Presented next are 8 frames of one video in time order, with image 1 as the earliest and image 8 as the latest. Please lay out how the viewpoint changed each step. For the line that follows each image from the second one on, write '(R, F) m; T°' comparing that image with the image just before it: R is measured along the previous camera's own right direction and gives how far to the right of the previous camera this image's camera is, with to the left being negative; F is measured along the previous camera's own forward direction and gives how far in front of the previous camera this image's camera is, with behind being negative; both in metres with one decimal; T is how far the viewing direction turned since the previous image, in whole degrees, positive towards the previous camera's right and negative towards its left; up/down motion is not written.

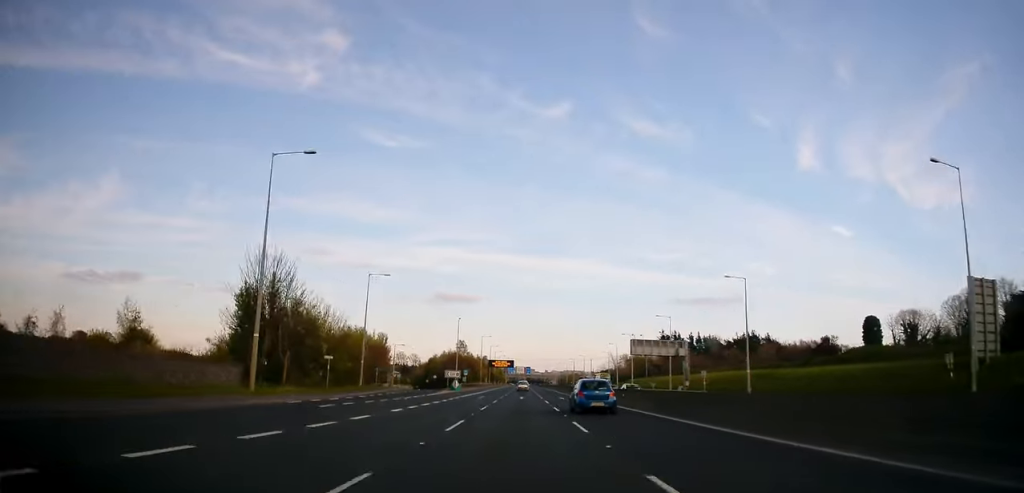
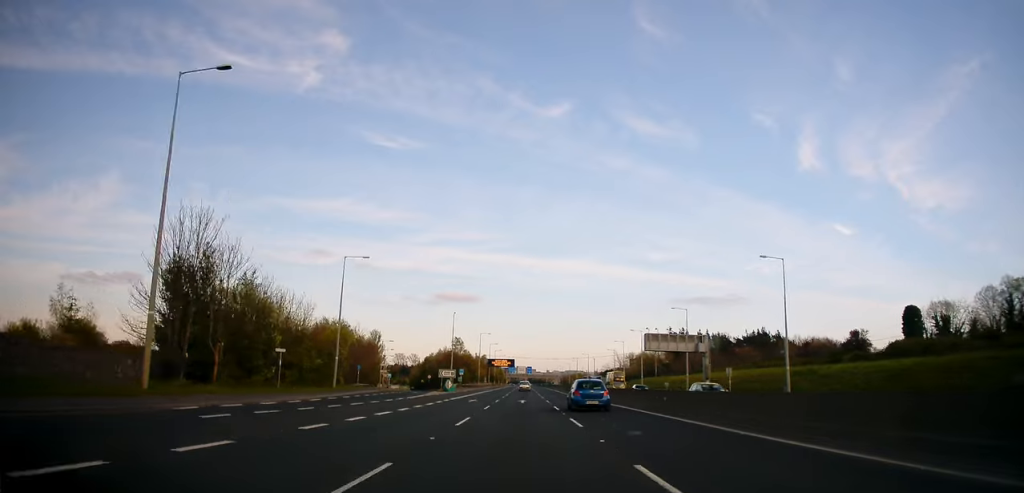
(0.0, +10.1) m; 0°
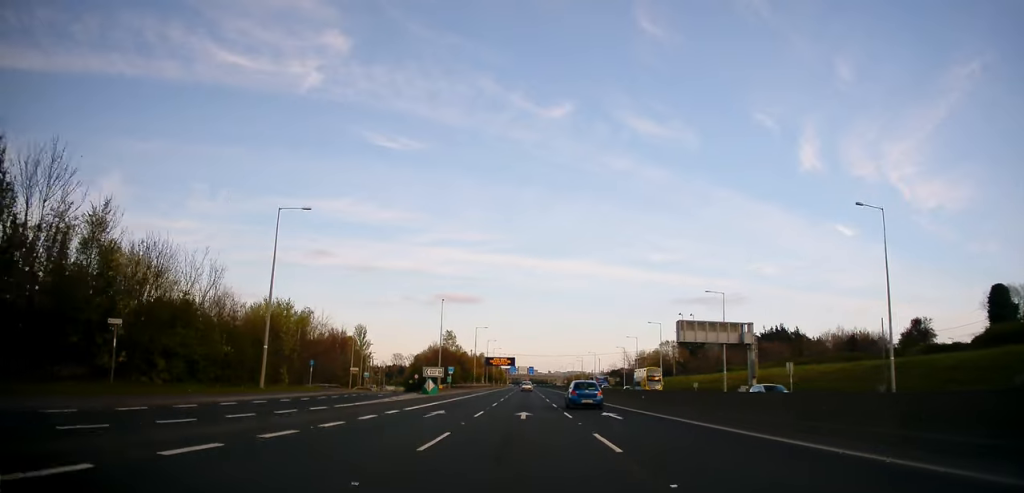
(0.0, +18.2) m; -1°
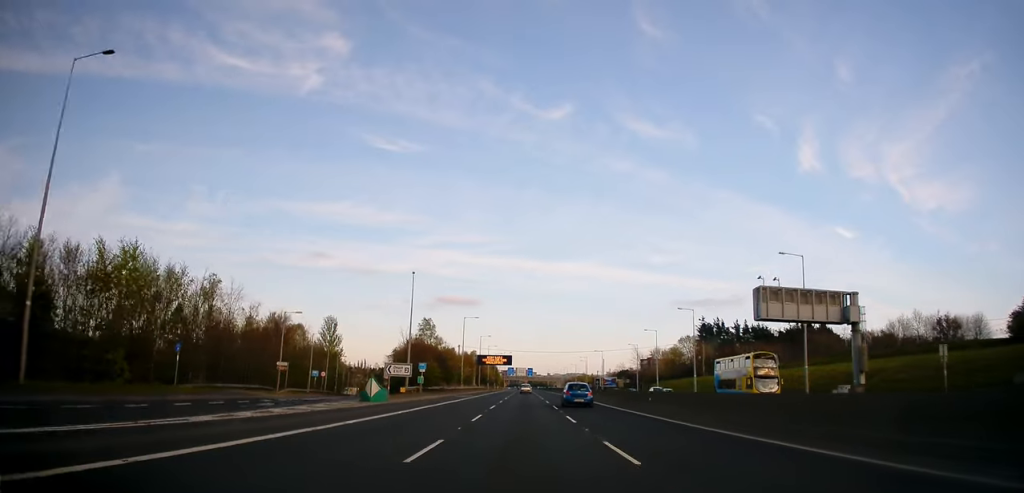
(-0.2, +25.1) m; +1°
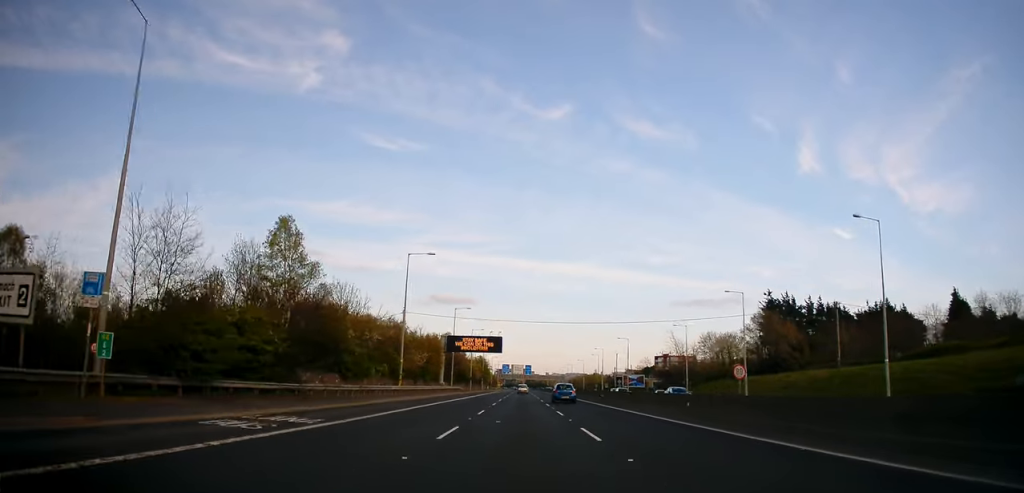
(0.0, +54.7) m; -1°
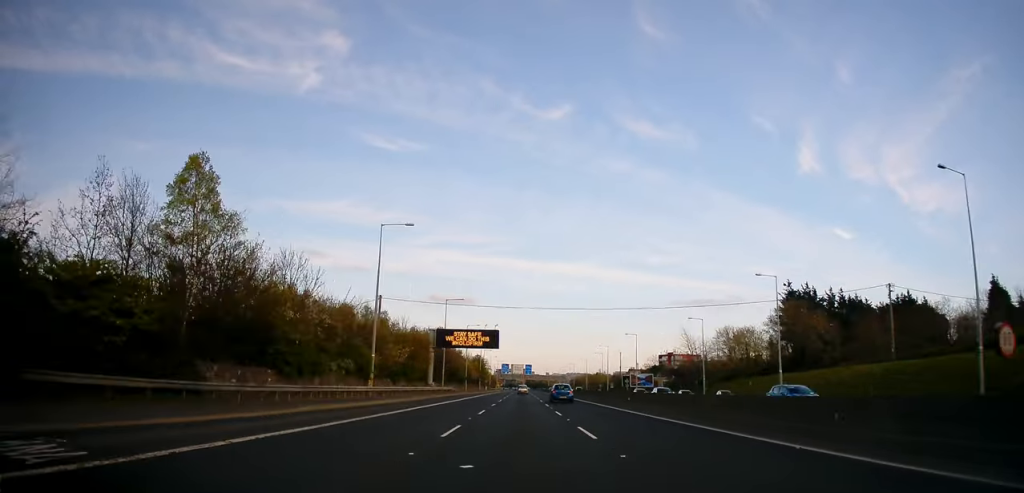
(-0.1, +10.8) m; 0°
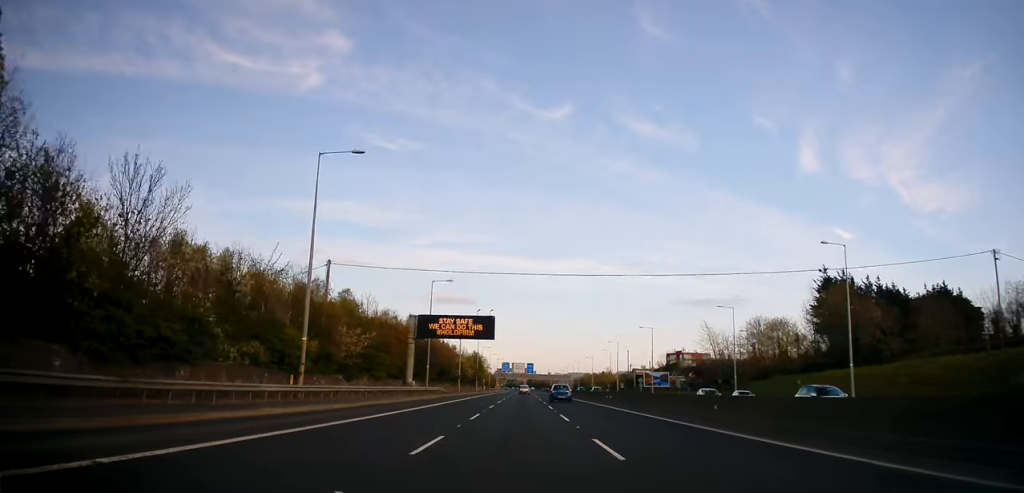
(+0.4, +16.2) m; 0°
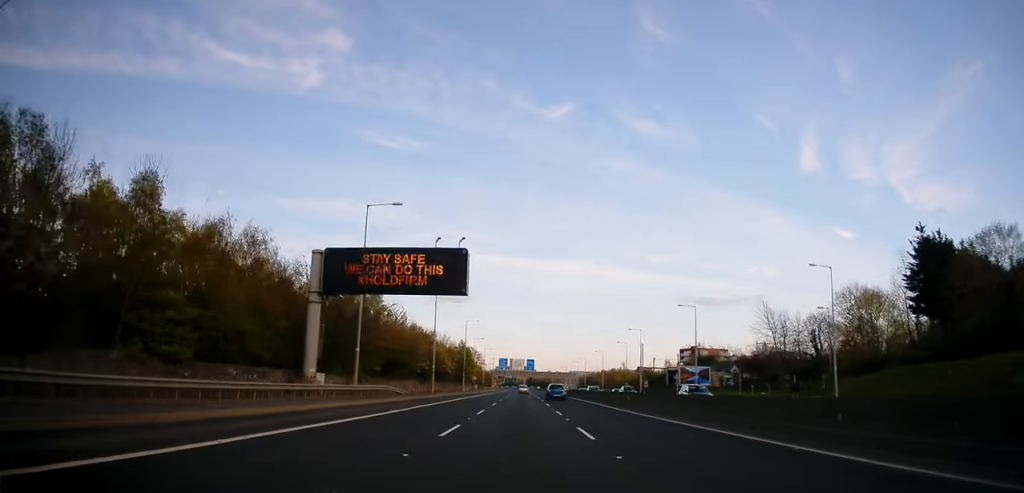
(0.0, +31.4) m; +2°
